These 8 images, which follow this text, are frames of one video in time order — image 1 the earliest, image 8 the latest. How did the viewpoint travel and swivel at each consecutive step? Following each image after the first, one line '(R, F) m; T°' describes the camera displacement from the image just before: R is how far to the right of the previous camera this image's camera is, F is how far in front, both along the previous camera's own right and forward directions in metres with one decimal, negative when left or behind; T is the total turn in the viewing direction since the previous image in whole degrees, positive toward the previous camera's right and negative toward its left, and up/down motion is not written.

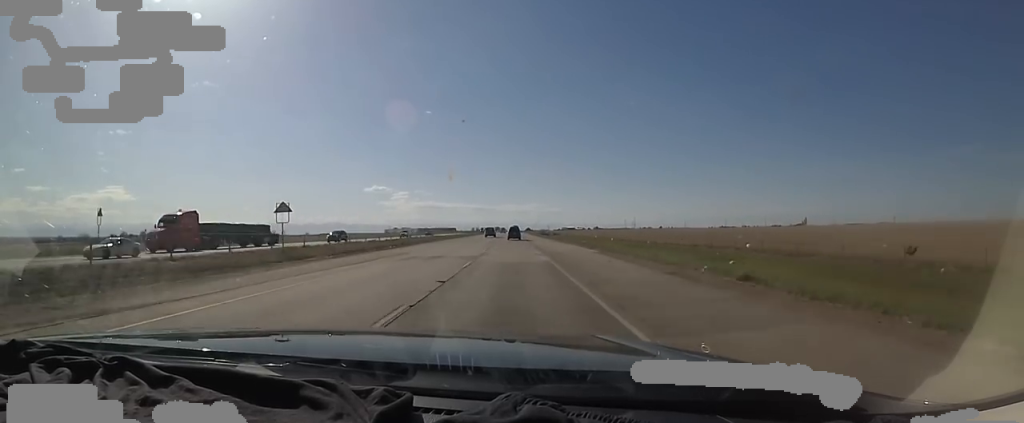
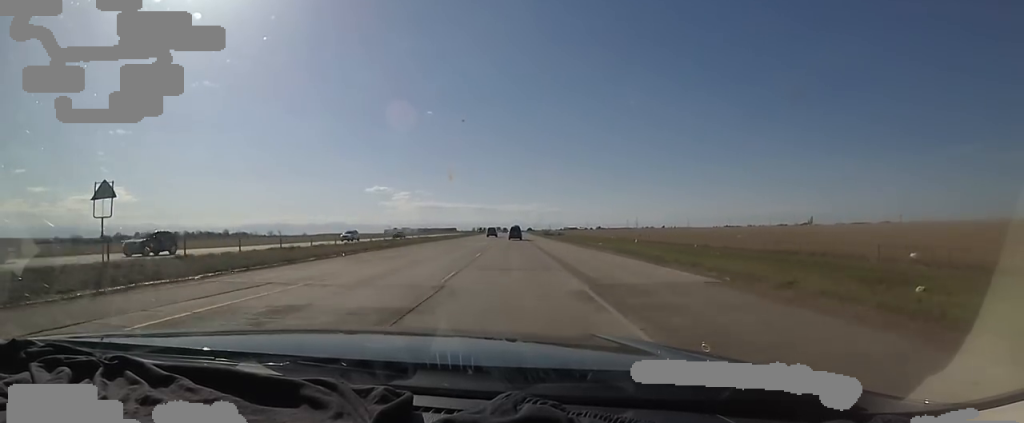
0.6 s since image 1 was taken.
(-0.1, +17.5) m; 0°
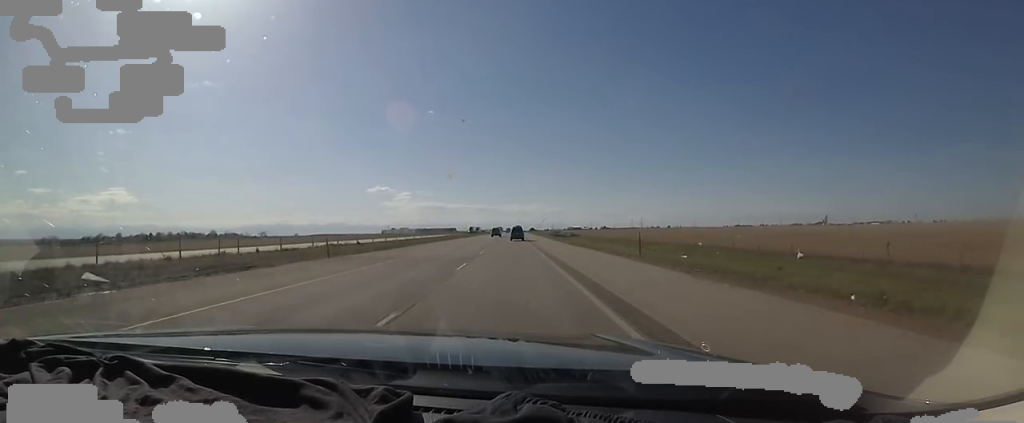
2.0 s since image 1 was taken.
(0.0, +44.0) m; -1°
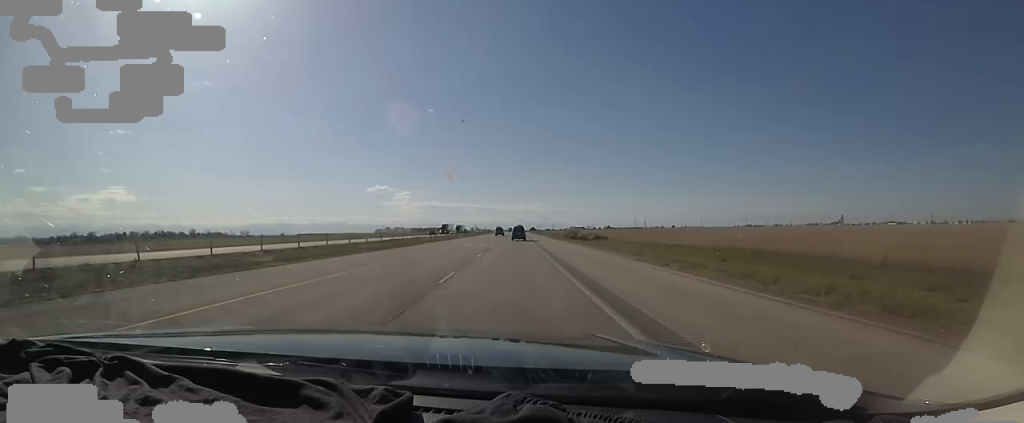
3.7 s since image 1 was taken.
(-0.6, +52.6) m; +1°
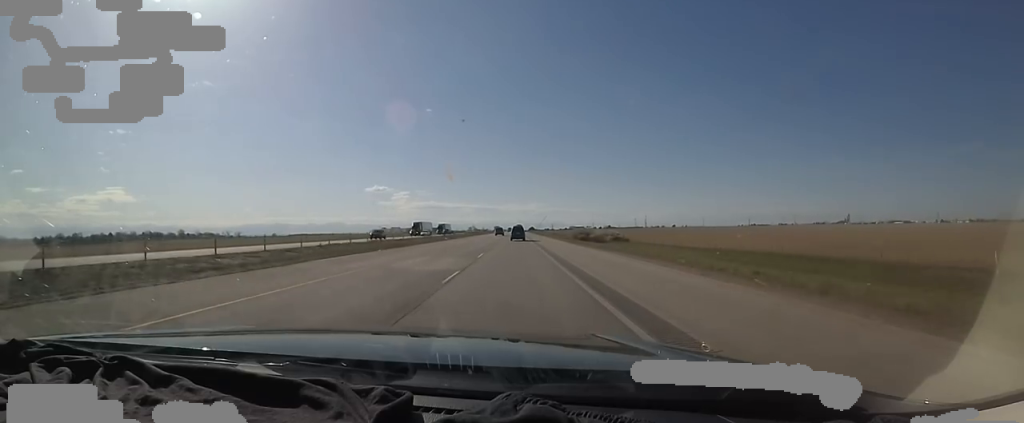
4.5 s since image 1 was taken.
(+0.3, +23.9) m; +2°
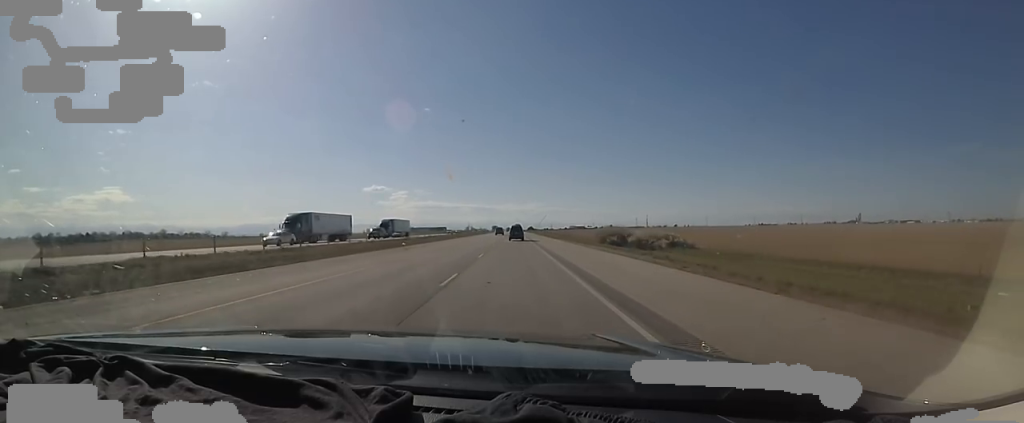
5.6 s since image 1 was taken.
(+0.3, +36.6) m; -2°
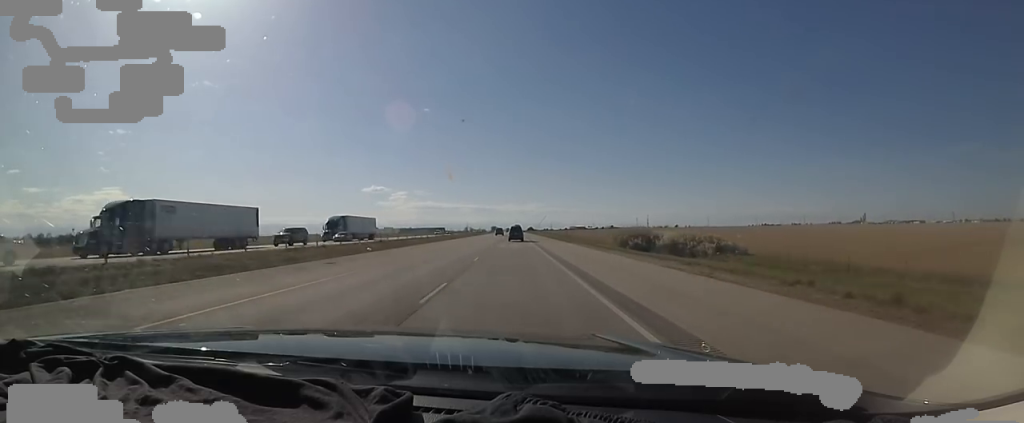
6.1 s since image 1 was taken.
(-0.7, +14.7) m; -1°
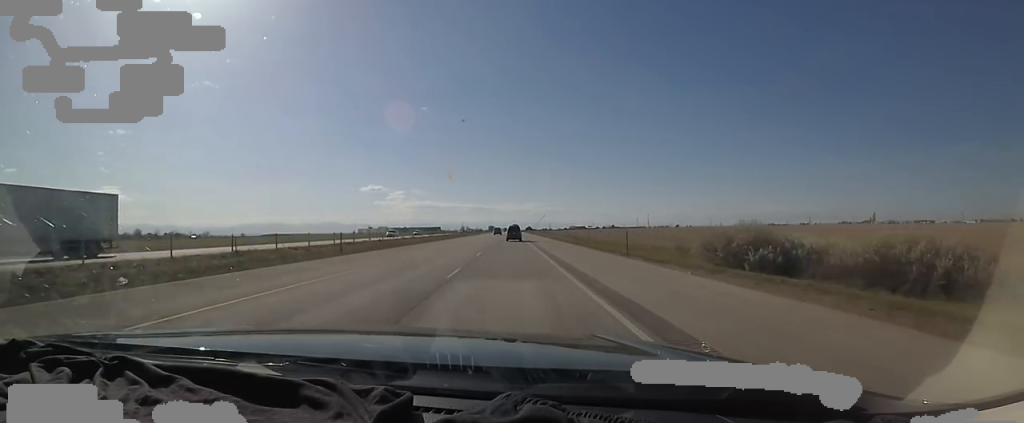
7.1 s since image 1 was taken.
(+0.1, +31.4) m; -1°
